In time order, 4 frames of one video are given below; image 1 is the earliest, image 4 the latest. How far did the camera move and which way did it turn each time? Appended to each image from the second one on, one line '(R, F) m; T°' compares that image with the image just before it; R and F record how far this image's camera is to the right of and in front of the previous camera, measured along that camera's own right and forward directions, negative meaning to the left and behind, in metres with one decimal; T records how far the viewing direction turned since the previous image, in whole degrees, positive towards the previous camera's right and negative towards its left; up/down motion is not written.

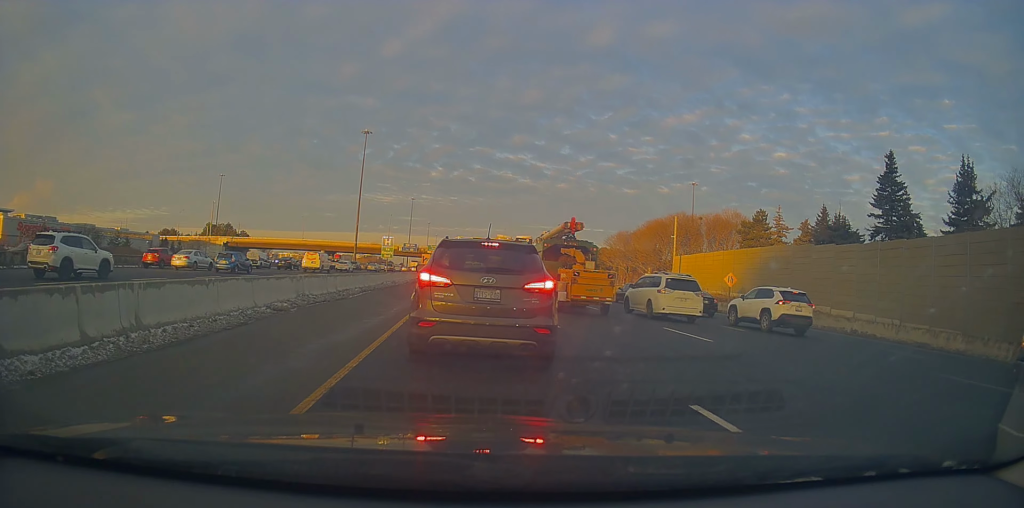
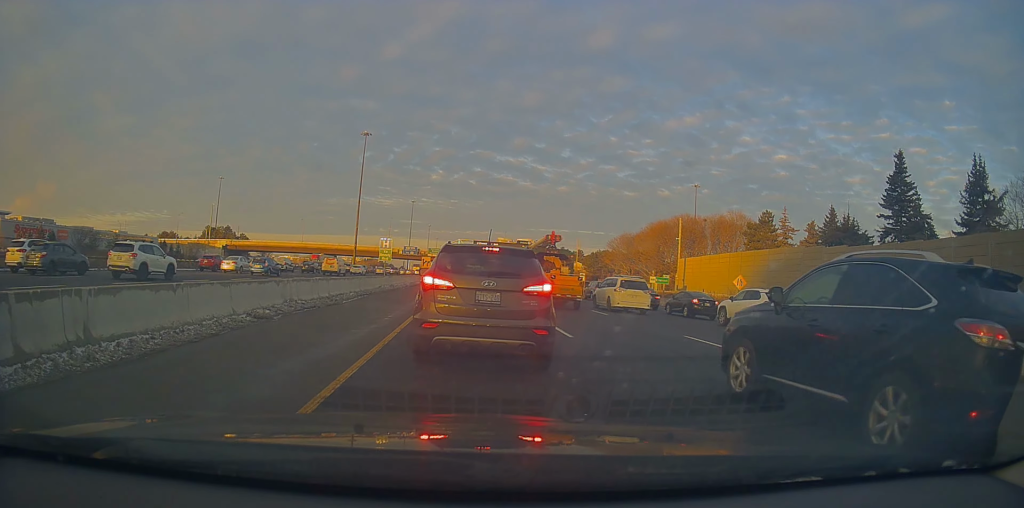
(+0.3, +2.2) m; 0°
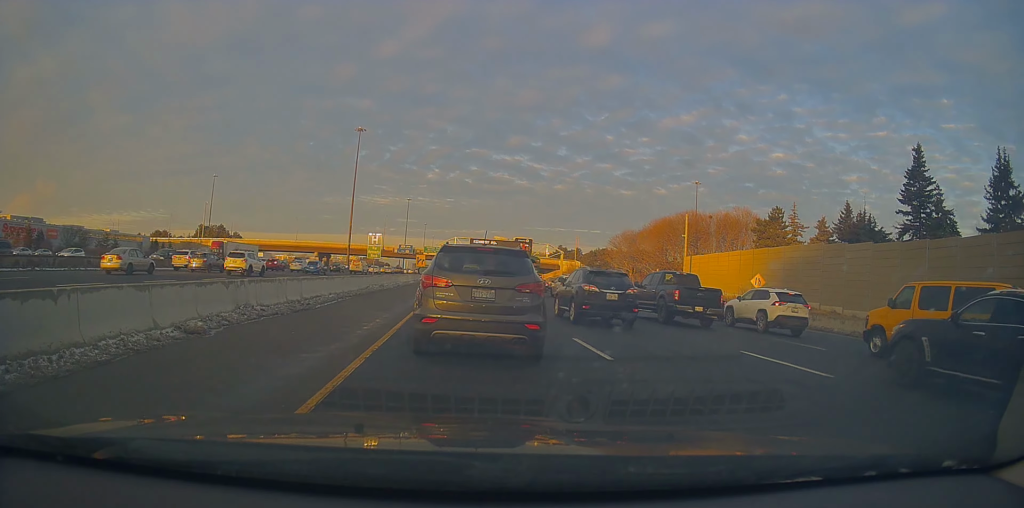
(+0.1, +3.3) m; +6°
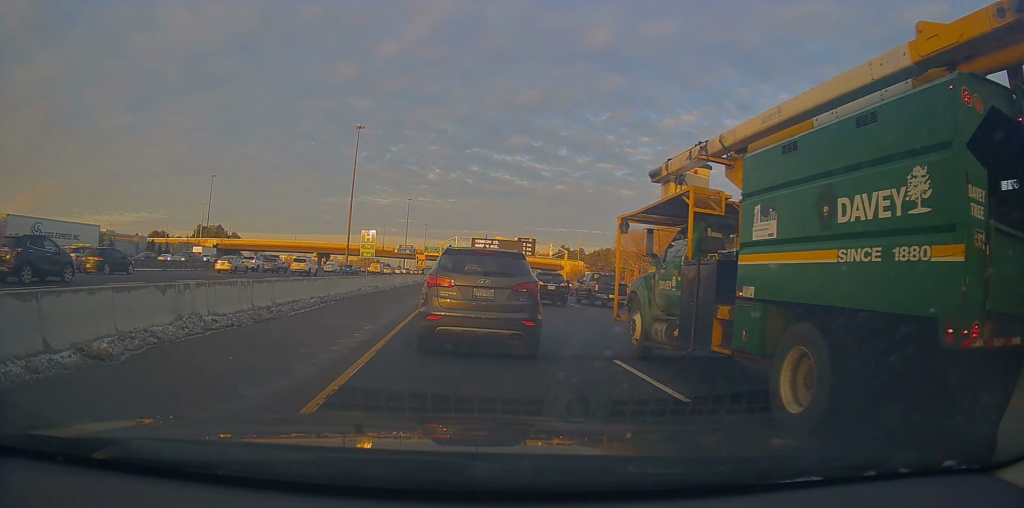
(-0.3, +3.2) m; -5°
